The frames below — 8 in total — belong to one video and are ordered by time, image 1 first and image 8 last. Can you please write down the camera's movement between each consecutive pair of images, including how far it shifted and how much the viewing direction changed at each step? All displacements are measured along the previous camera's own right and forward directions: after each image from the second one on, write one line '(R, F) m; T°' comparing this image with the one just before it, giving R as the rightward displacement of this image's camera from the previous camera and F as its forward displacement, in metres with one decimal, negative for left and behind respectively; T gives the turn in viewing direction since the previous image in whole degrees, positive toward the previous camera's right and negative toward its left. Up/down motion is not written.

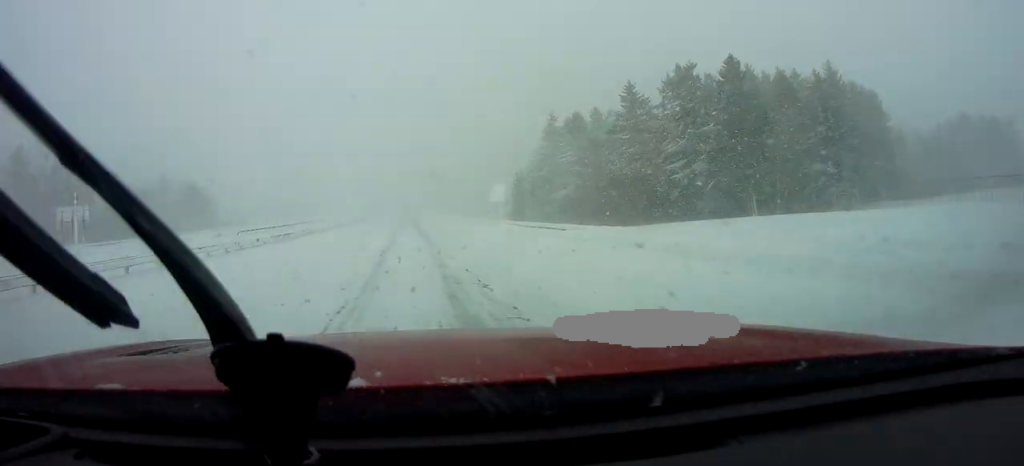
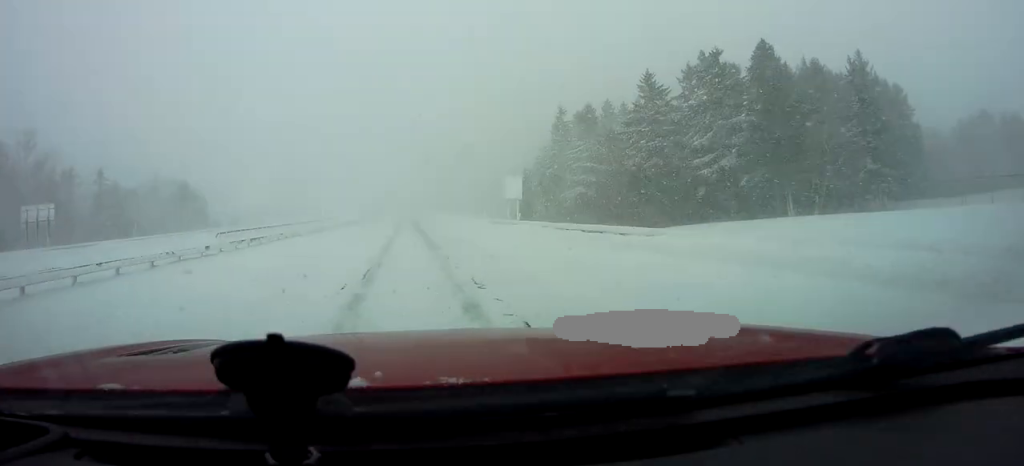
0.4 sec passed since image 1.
(+0.1, +6.1) m; 0°
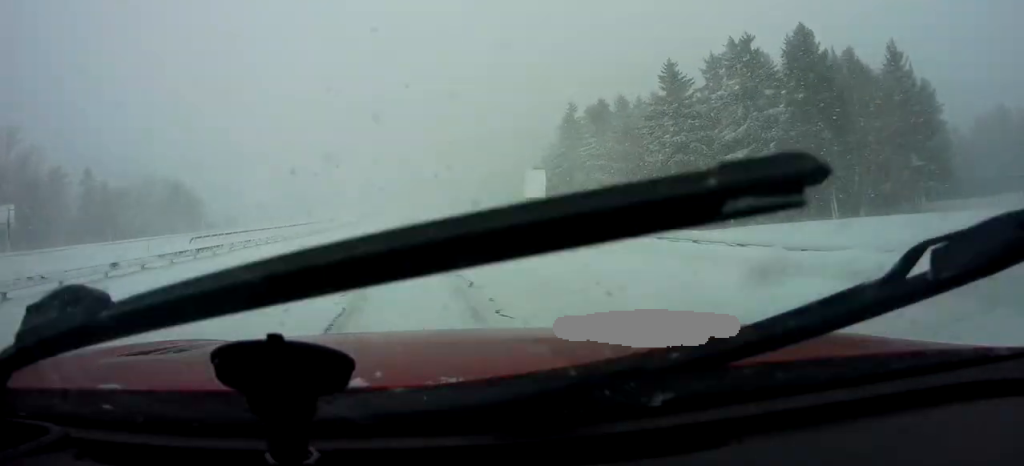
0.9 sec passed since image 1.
(+0.2, +6.1) m; -1°
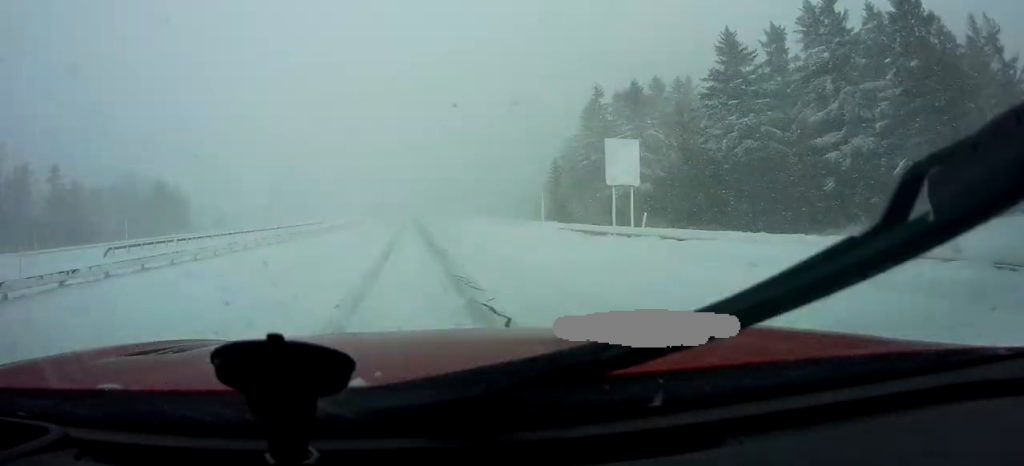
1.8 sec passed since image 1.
(-0.4, +12.7) m; -1°
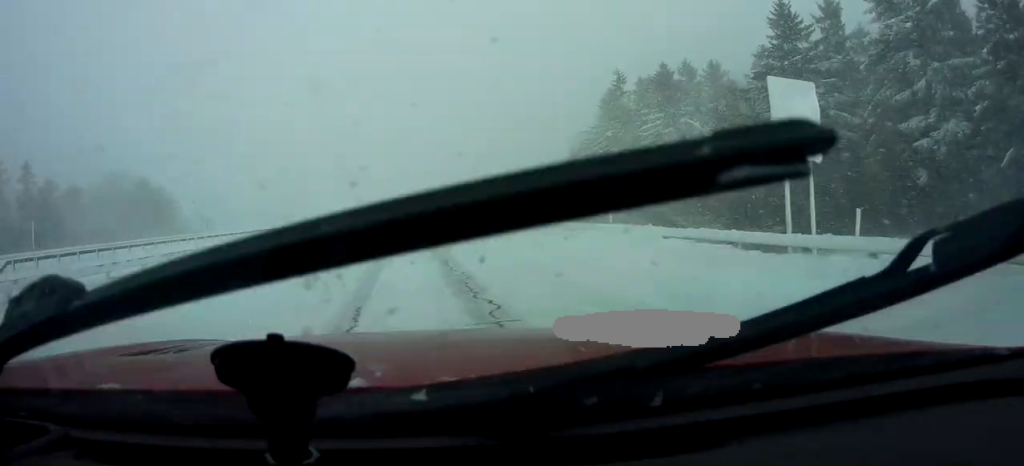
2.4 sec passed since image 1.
(-0.4, +8.9) m; 0°
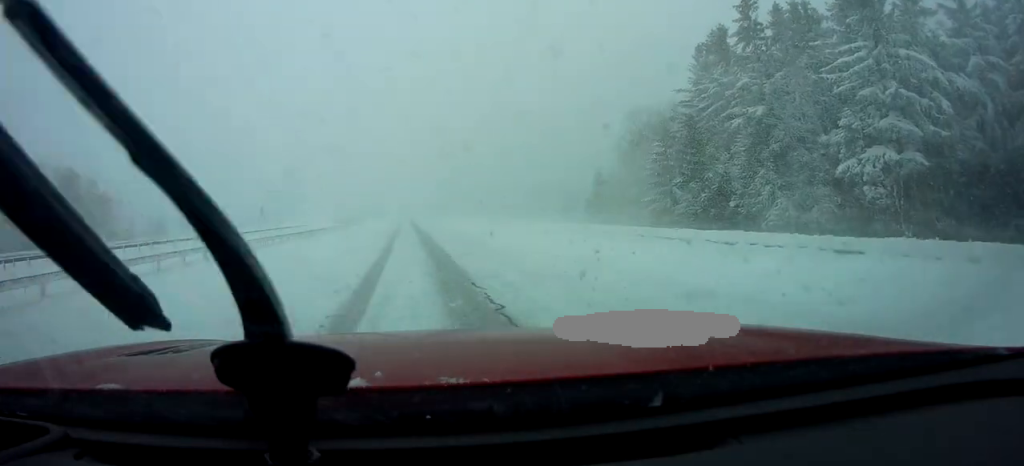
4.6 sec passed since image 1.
(+0.9, +31.6) m; +1°
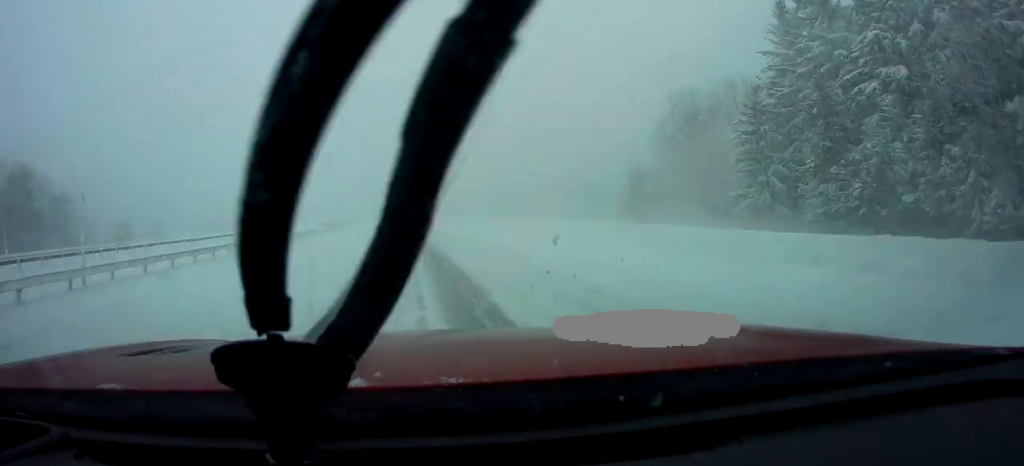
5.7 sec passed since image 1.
(+0.2, +15.5) m; 0°
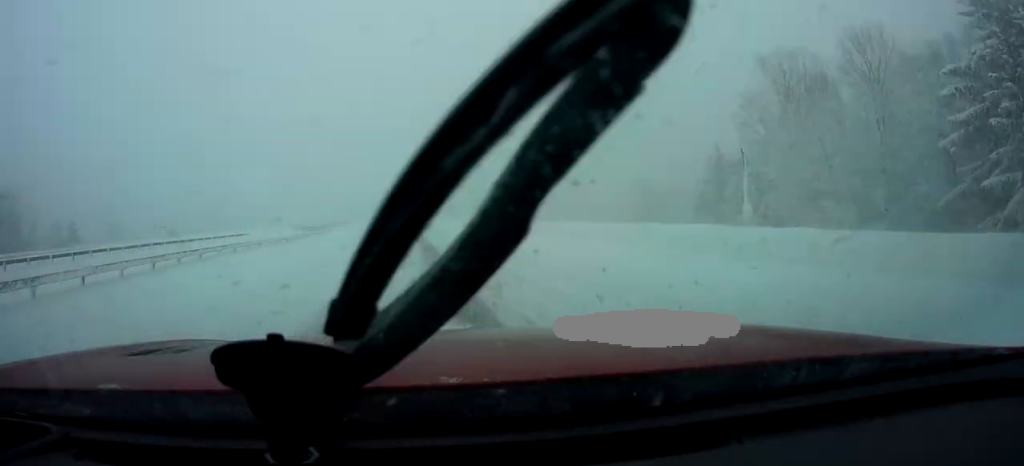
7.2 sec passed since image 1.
(+0.2, +21.8) m; +1°
